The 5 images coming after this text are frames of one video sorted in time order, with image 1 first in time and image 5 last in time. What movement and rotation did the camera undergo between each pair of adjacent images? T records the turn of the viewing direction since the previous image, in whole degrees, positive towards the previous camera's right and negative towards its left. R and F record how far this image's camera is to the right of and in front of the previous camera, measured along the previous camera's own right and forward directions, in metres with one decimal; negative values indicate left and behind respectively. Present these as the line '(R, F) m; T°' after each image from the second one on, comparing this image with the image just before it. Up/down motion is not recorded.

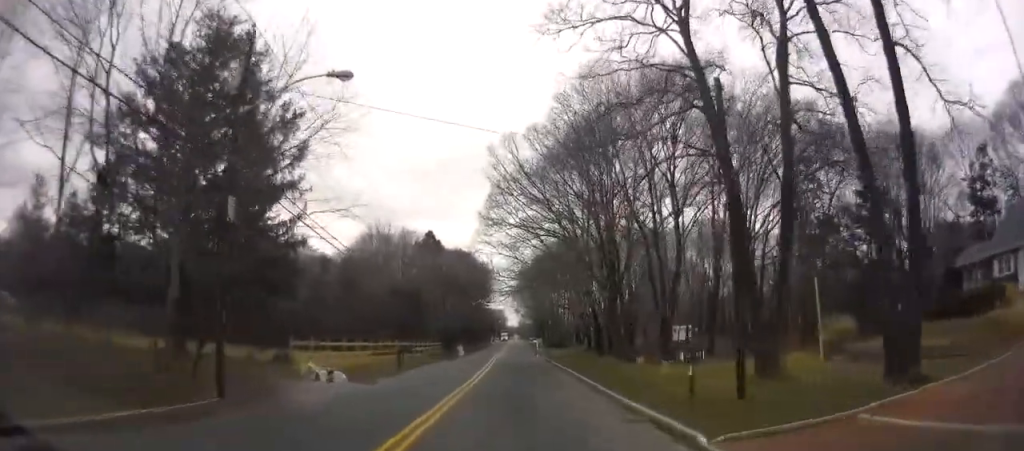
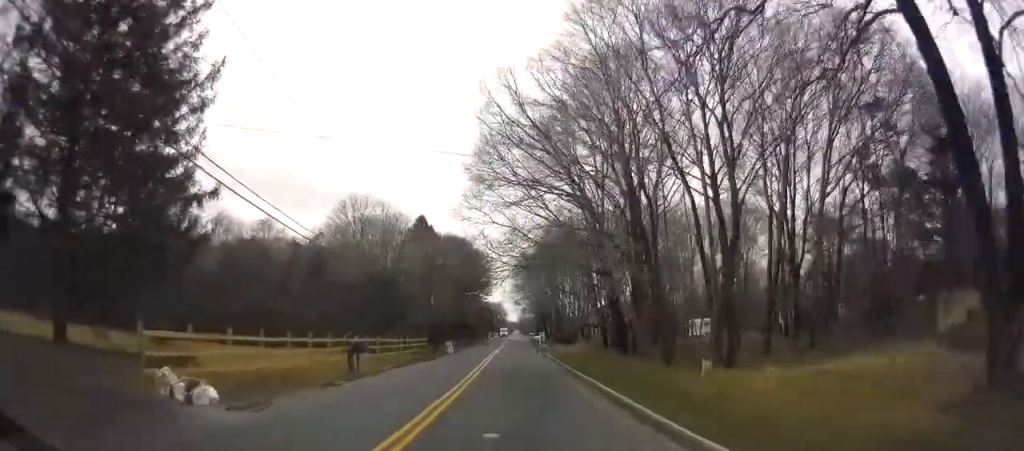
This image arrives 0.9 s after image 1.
(0.0, +11.6) m; -1°
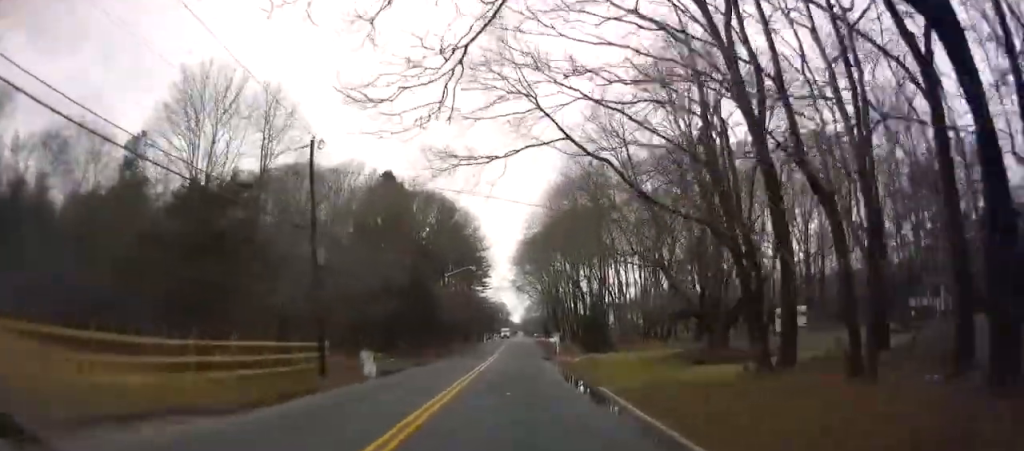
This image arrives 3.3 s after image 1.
(-2.6, +38.9) m; +1°
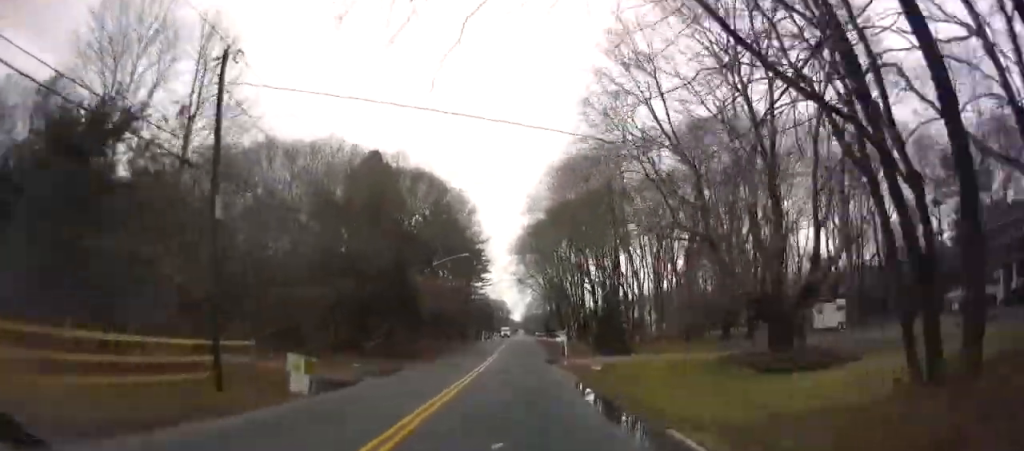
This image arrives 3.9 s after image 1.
(+1.0, +3.9) m; +5°
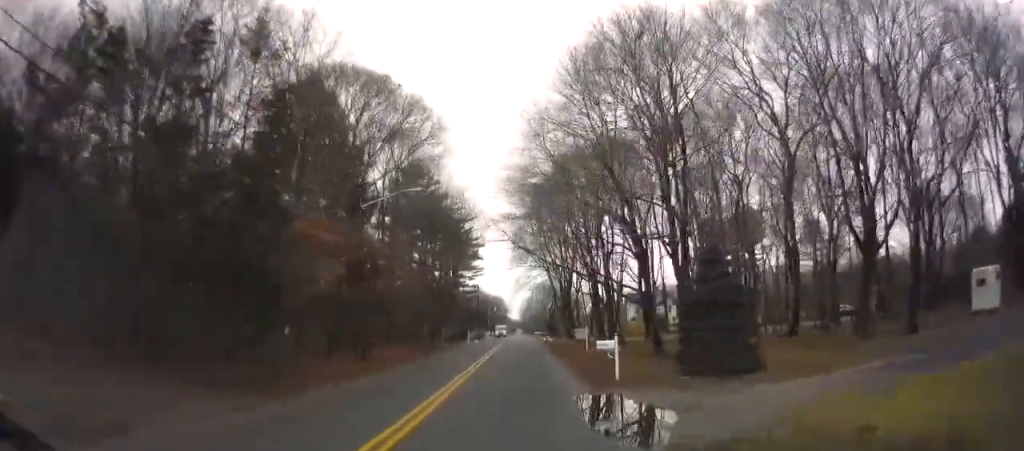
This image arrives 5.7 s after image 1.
(-0.4, +18.1) m; -6°
